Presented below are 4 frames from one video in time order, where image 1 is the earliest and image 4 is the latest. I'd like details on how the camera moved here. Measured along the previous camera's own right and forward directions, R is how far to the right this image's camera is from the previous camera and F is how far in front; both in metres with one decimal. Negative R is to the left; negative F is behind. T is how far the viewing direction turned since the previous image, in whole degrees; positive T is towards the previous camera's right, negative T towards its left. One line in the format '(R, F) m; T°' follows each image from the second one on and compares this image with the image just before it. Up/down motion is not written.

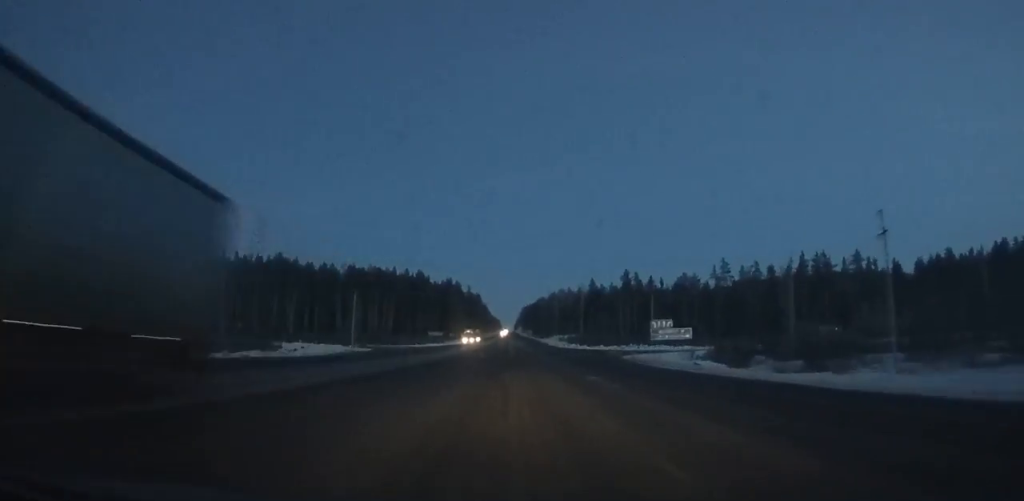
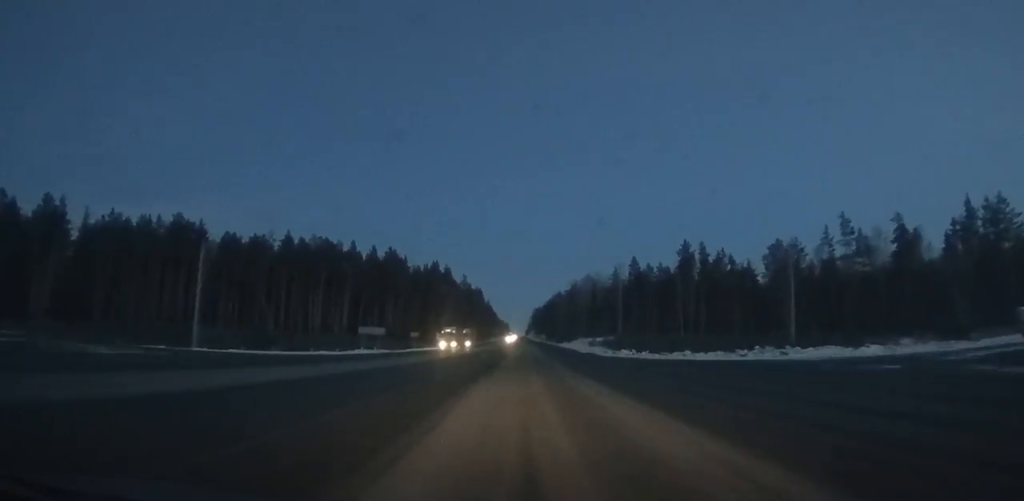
(-0.9, +68.4) m; -1°
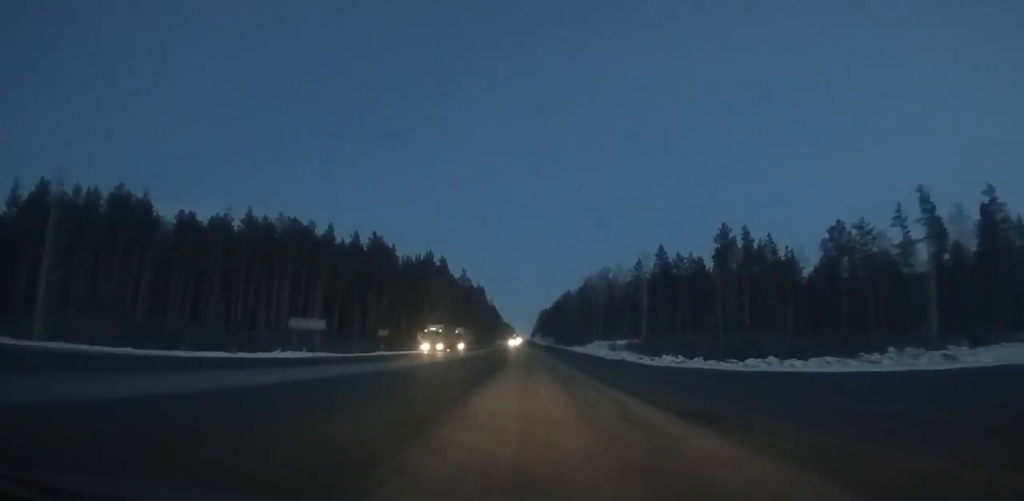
(+0.1, +26.1) m; 0°
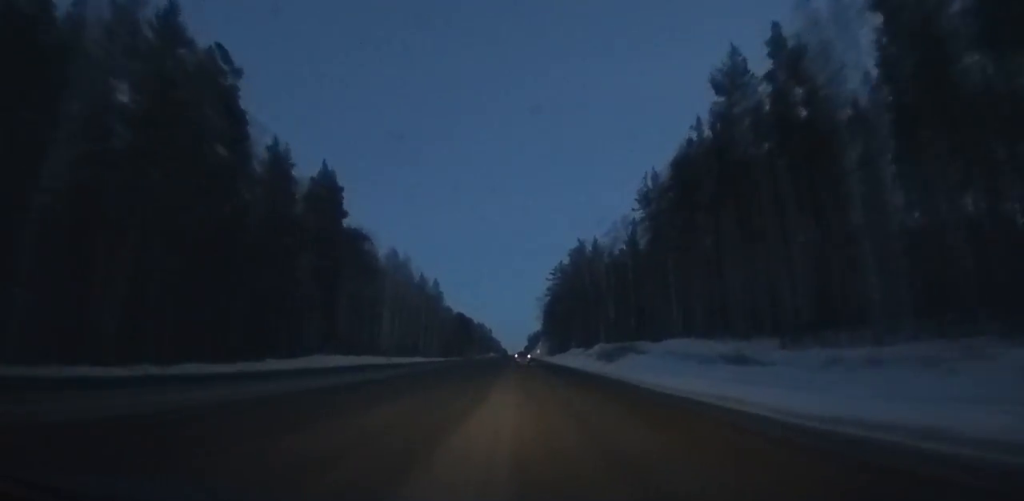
(-0.3, +338.5) m; 0°
